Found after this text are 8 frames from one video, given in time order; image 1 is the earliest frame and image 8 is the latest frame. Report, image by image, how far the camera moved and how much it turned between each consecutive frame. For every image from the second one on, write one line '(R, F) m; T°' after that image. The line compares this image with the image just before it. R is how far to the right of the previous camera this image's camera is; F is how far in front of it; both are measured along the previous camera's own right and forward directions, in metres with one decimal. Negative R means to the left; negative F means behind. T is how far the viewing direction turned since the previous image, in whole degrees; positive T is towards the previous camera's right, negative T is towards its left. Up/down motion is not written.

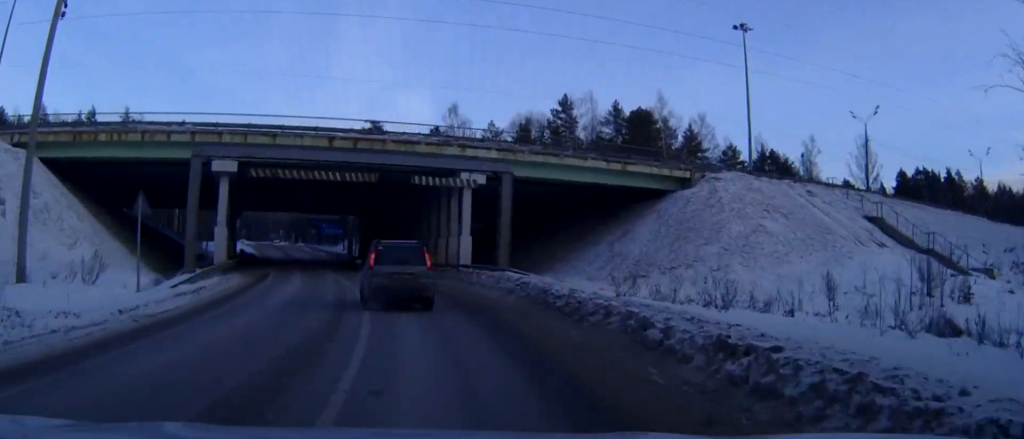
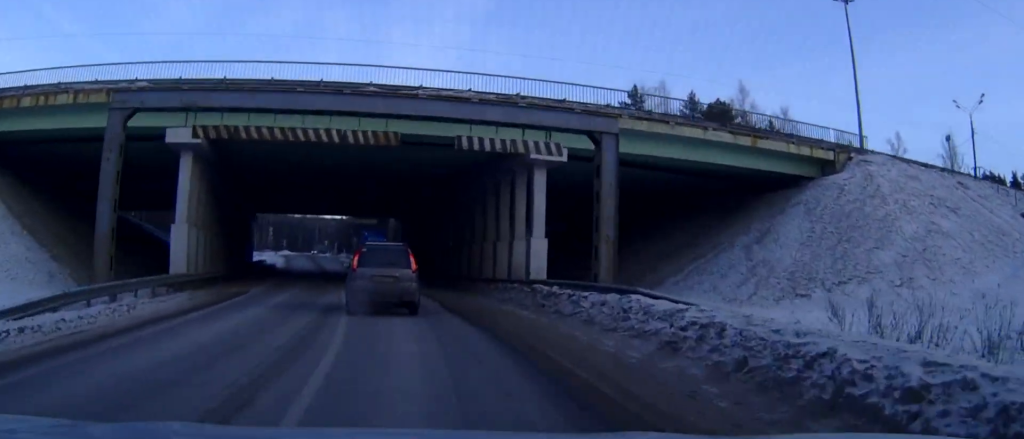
(-0.4, +13.2) m; -4°
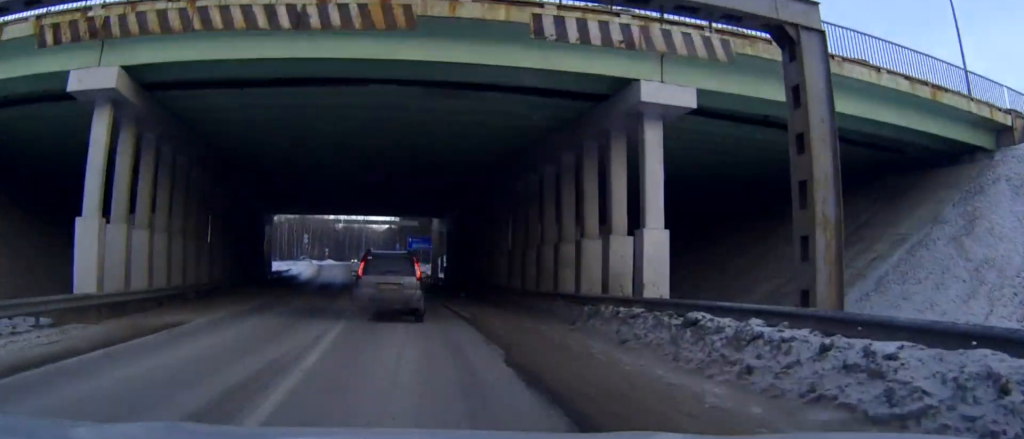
(-0.3, +11.1) m; -4°
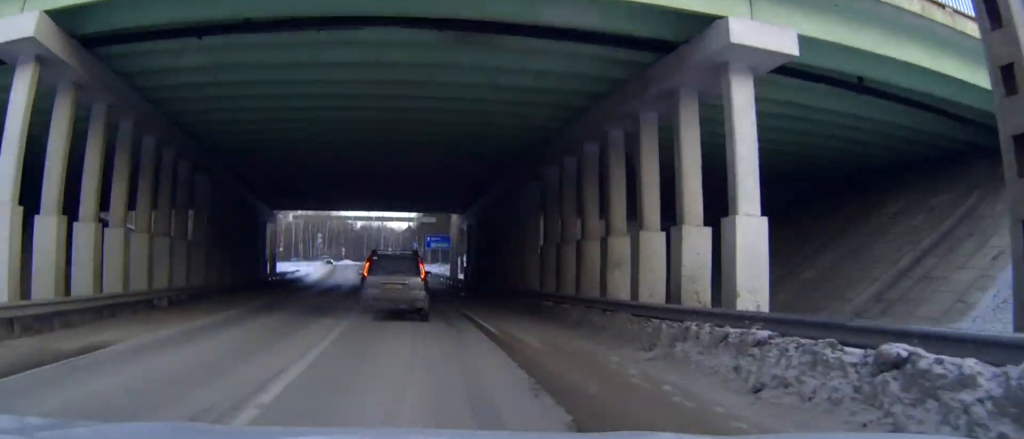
(-0.2, +5.1) m; -1°
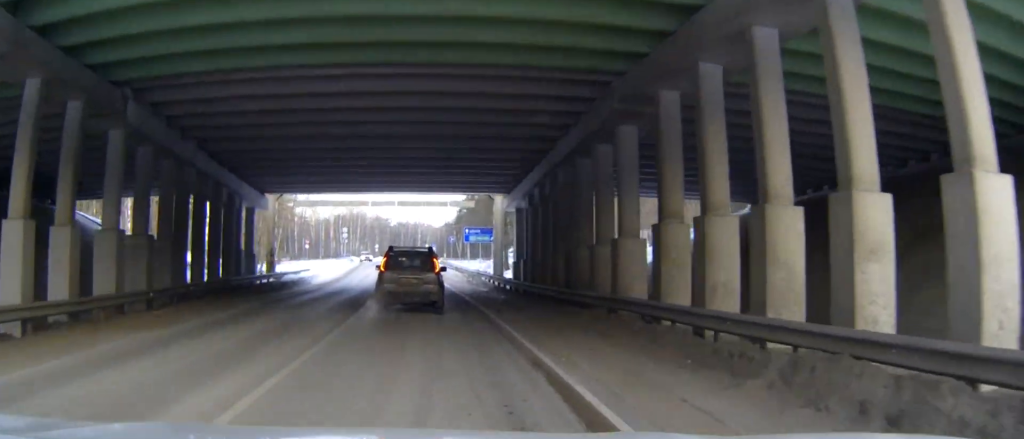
(-0.2, +11.6) m; 0°
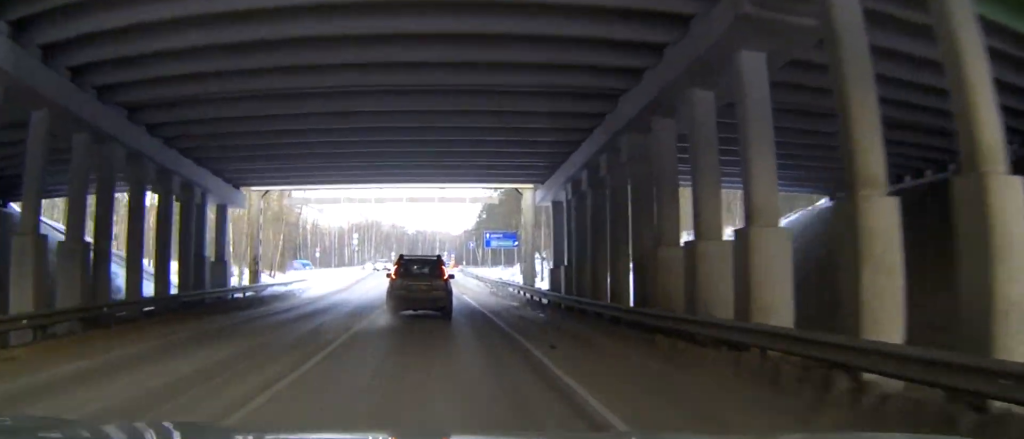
(0.0, +7.8) m; 0°
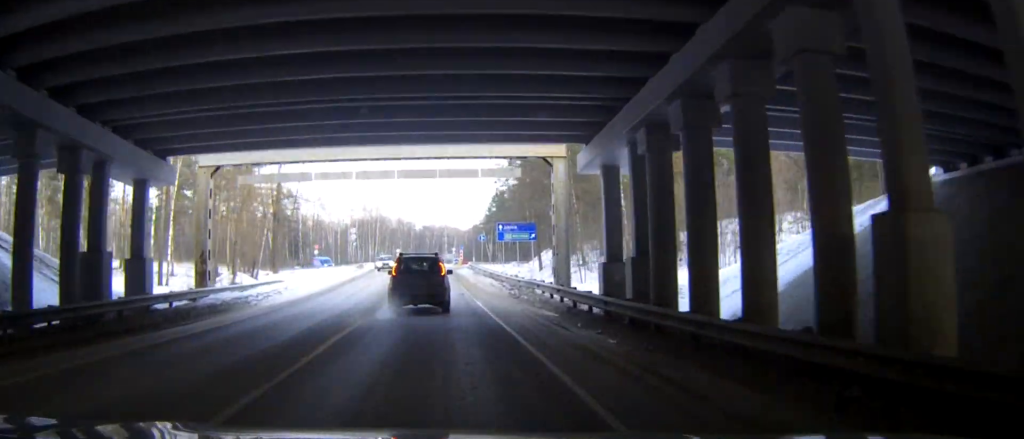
(+0.3, +9.5) m; -1°
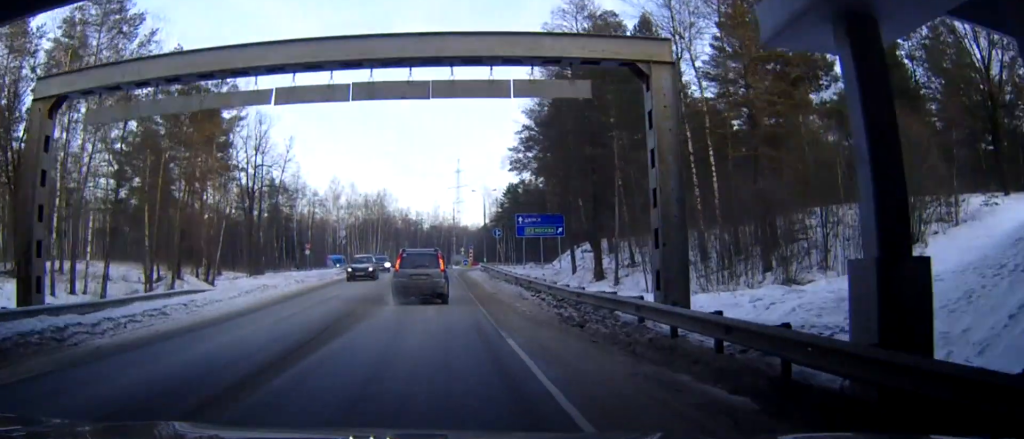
(-0.1, +14.3) m; +5°
